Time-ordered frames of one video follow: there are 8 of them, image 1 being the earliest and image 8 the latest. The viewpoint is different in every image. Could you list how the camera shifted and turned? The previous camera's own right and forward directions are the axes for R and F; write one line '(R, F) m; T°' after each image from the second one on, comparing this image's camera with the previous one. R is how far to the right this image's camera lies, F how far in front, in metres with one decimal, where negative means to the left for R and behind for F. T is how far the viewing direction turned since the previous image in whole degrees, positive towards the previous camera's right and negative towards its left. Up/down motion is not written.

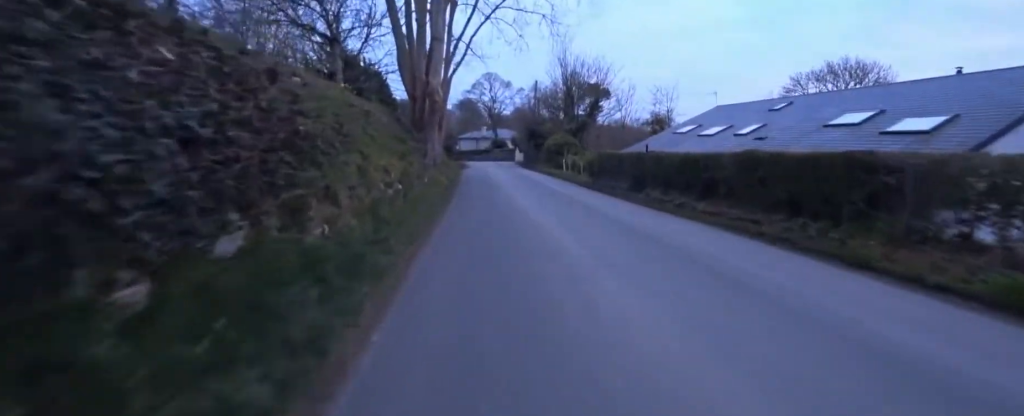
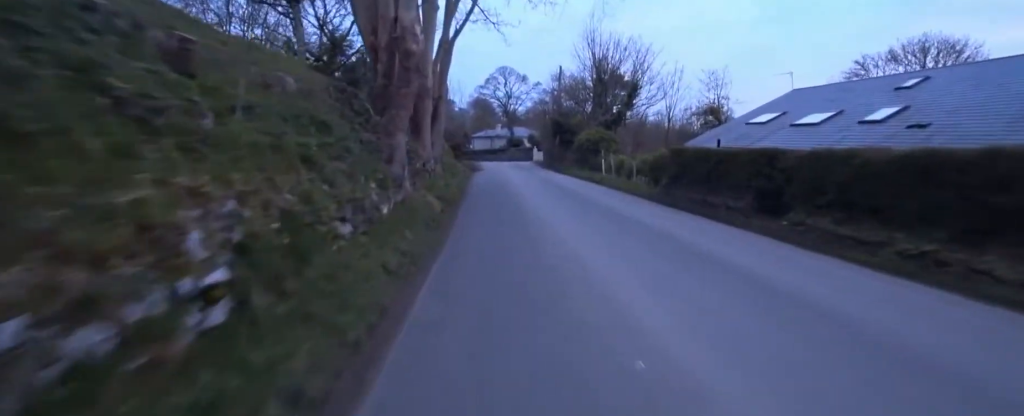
(0.0, +5.9) m; 0°
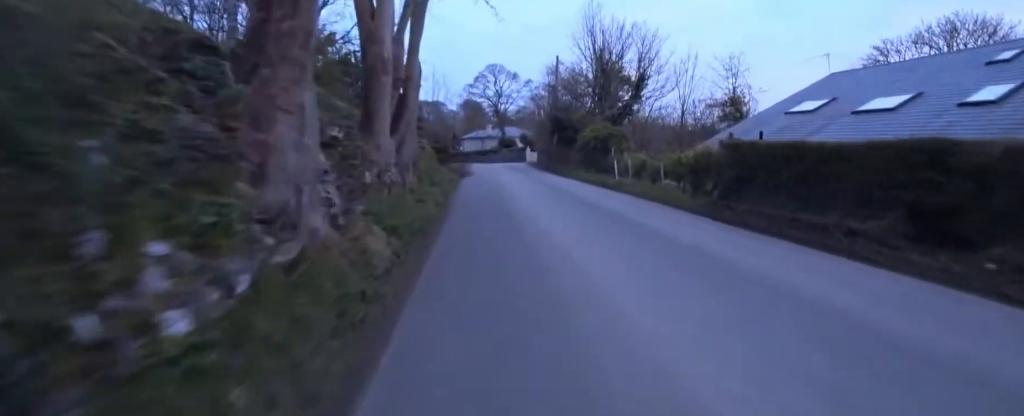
(0.0, +3.4) m; -1°
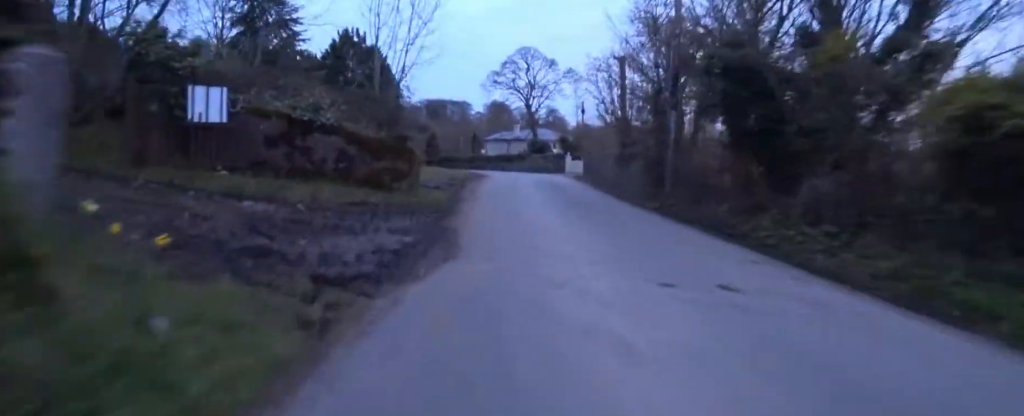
(-1.2, +16.0) m; -3°
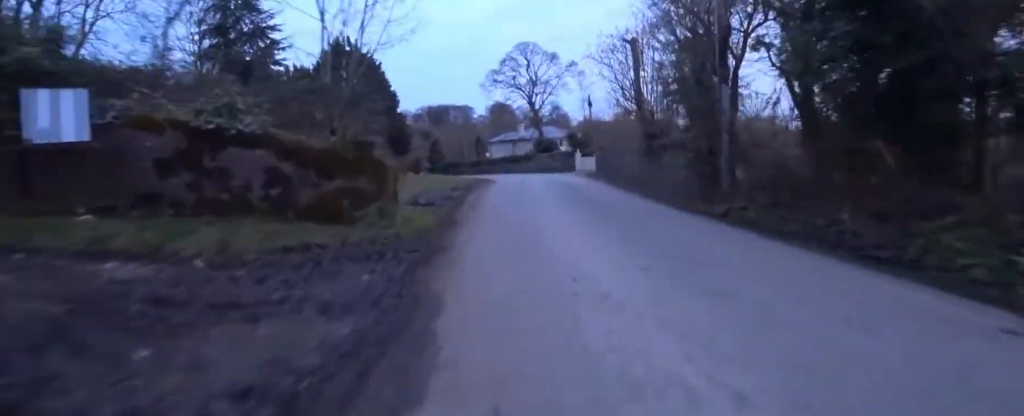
(0.0, +2.8) m; 0°
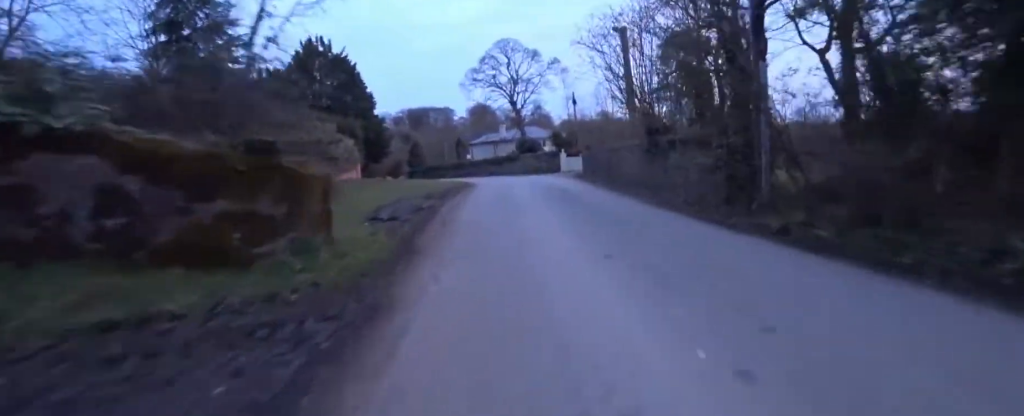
(0.0, +2.3) m; 0°
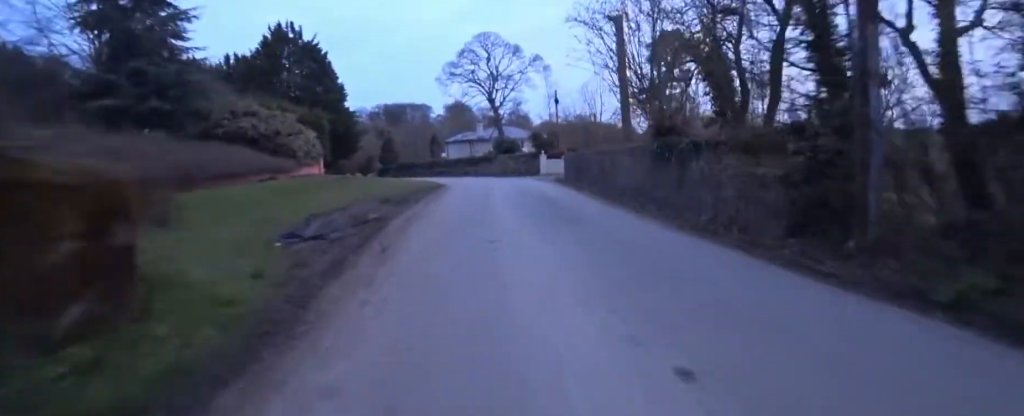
(0.0, +2.9) m; +2°
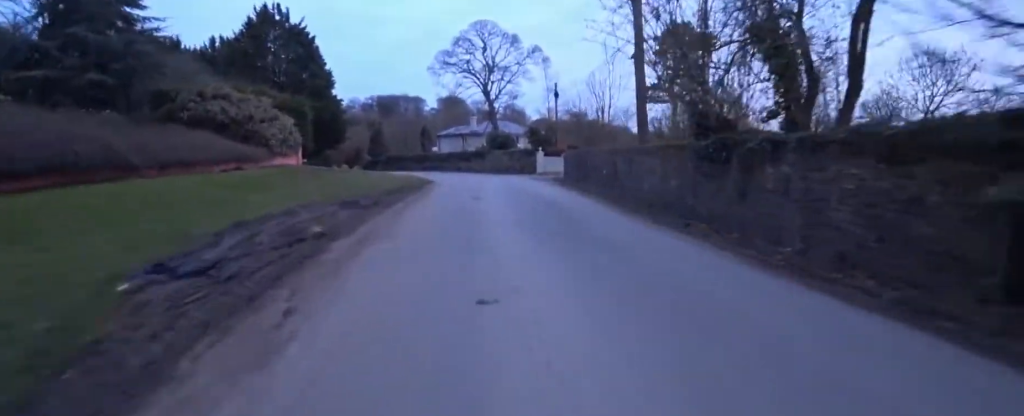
(0.0, +2.9) m; +2°
